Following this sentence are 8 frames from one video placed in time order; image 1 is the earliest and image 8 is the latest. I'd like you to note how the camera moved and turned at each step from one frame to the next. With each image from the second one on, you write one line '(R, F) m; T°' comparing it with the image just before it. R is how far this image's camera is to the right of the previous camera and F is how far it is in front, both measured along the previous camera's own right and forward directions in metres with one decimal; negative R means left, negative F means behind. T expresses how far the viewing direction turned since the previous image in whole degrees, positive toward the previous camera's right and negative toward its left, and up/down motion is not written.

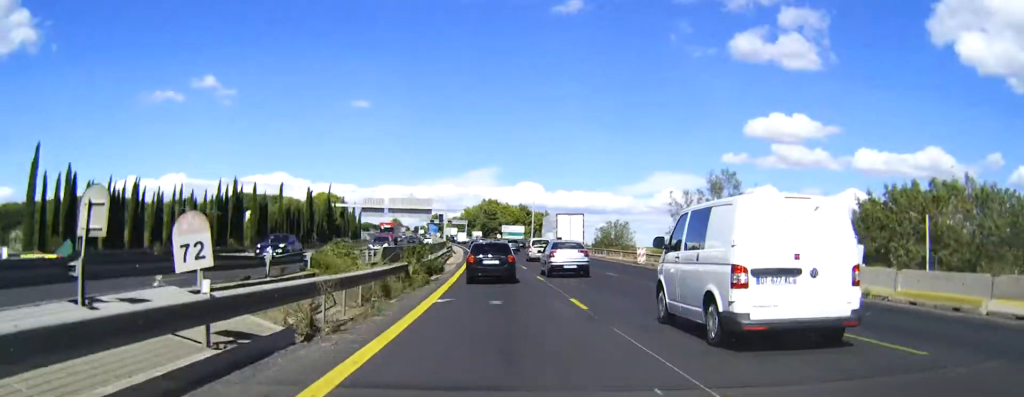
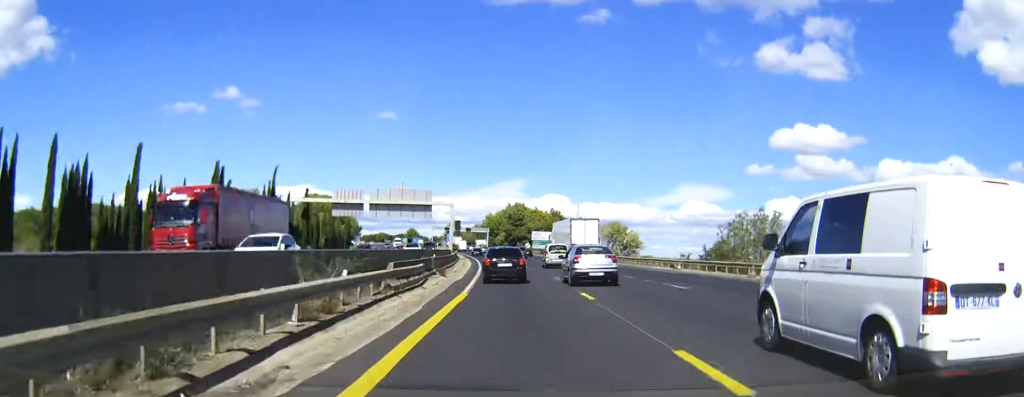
(-0.3, +46.7) m; 0°
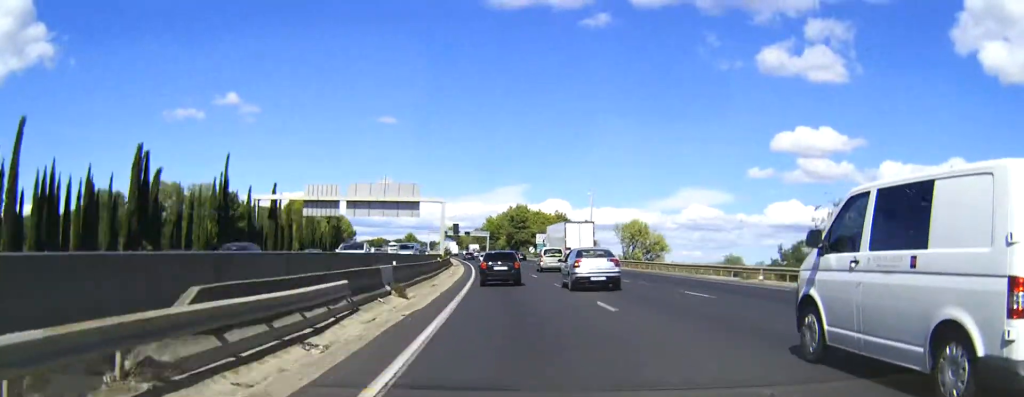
(0.0, +16.1) m; -1°
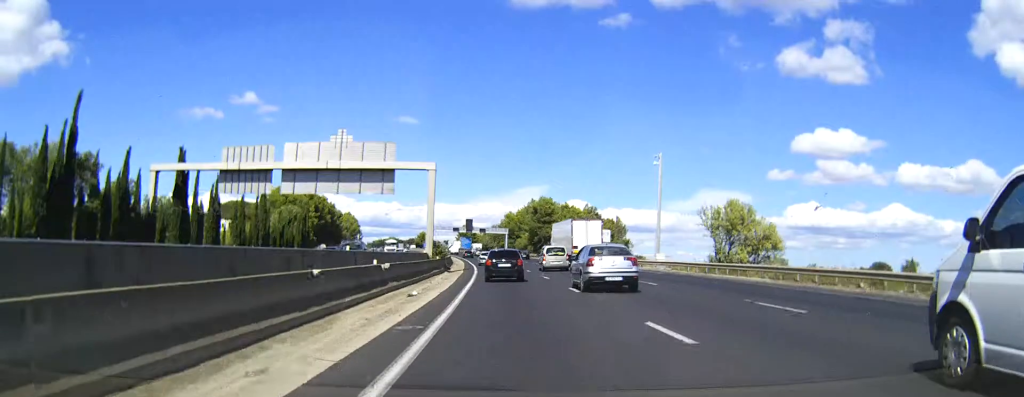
(-0.9, +32.8) m; -3°
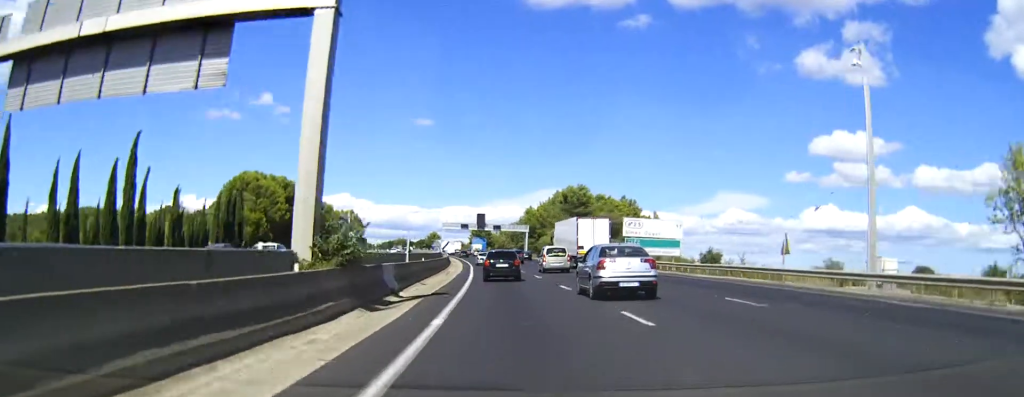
(-0.1, +36.2) m; 0°
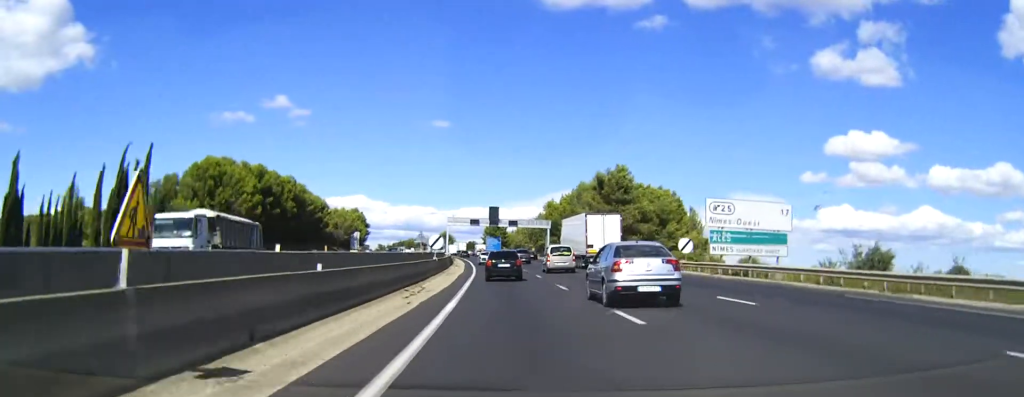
(0.0, +25.1) m; 0°
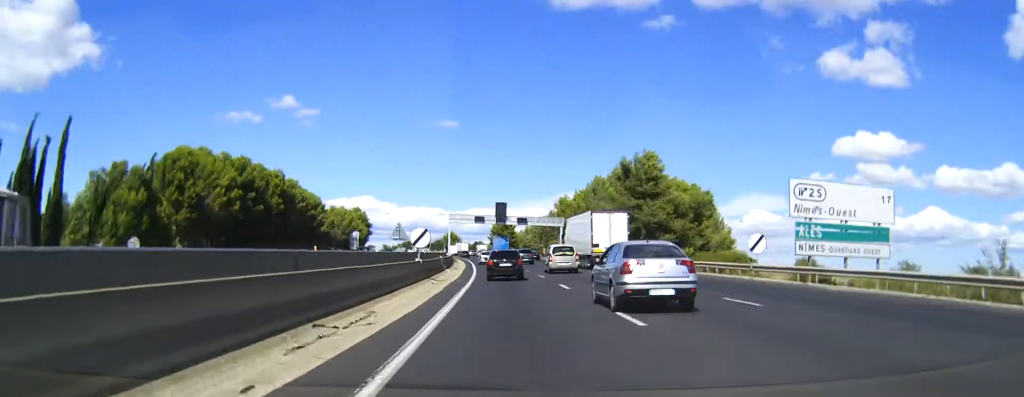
(+0.1, +13.3) m; -1°
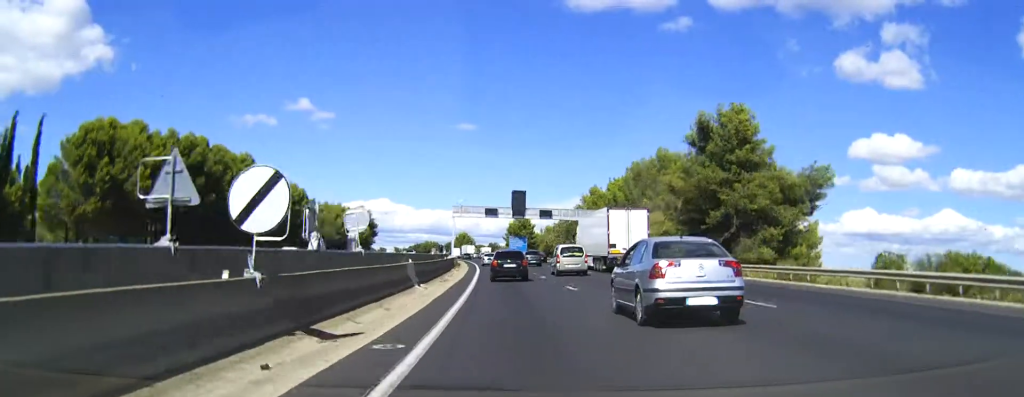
(-0.6, +26.1) m; -2°
